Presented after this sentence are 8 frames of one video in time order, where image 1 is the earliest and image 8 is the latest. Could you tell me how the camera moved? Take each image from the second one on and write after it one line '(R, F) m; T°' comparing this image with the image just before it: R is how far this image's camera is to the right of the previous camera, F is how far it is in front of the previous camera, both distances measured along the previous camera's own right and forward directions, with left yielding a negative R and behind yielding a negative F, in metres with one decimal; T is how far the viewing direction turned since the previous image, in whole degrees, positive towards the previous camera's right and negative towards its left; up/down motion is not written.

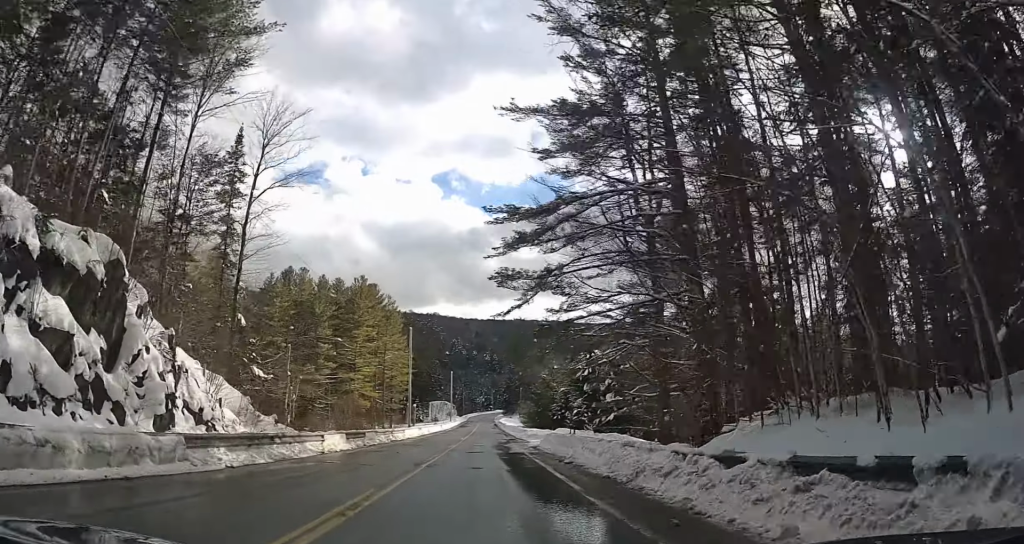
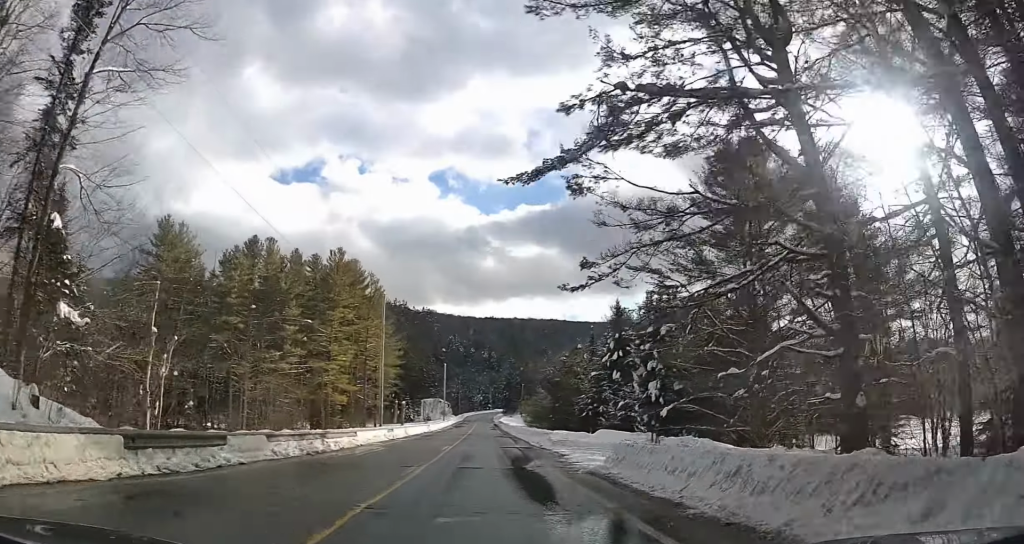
(0.0, +17.0) m; 0°
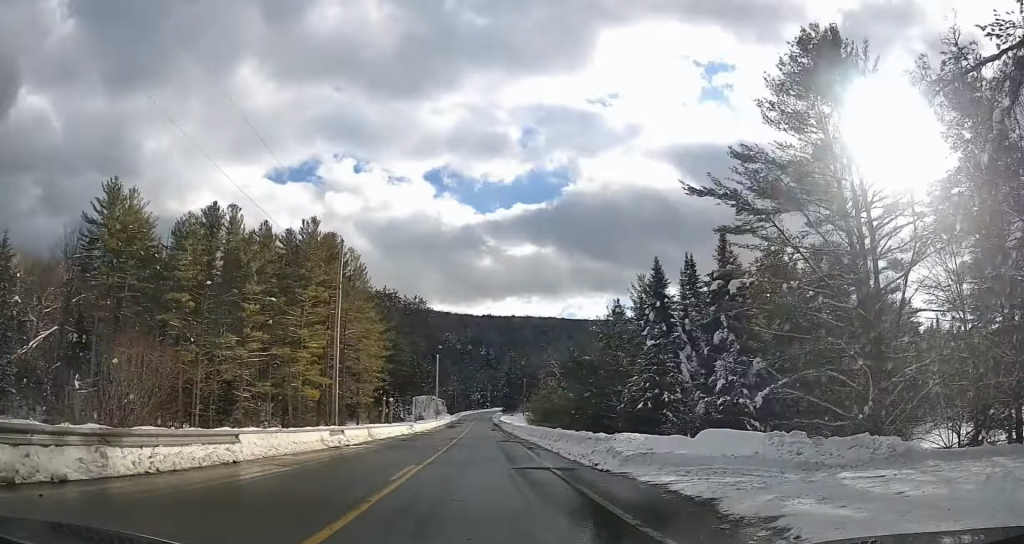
(0.0, +14.4) m; -1°
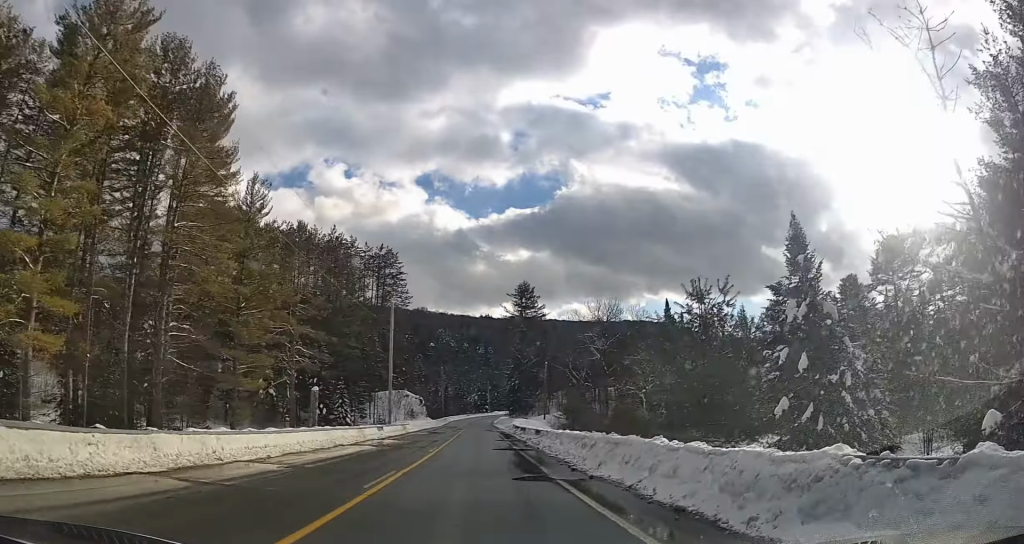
(-0.6, +51.0) m; 0°
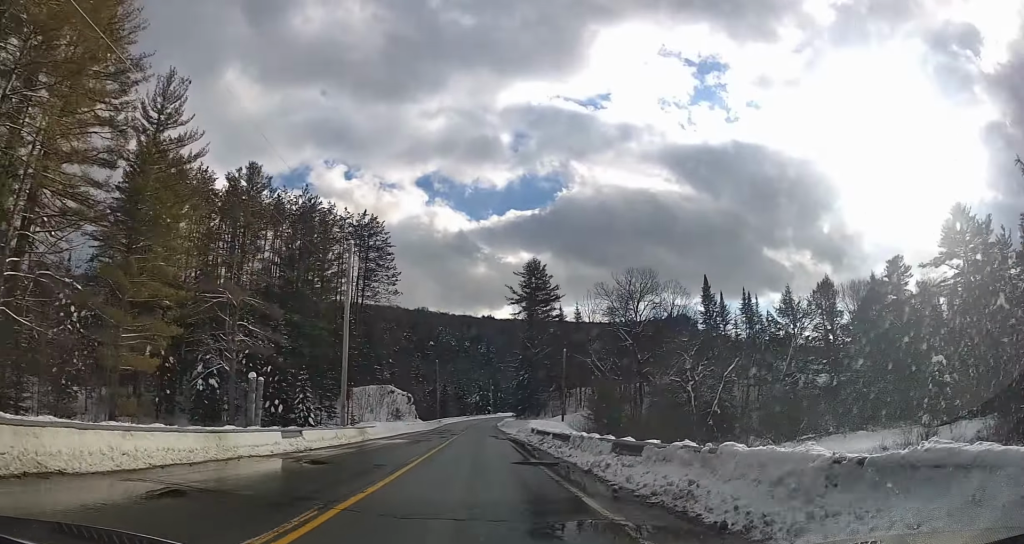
(+0.1, +18.6) m; 0°
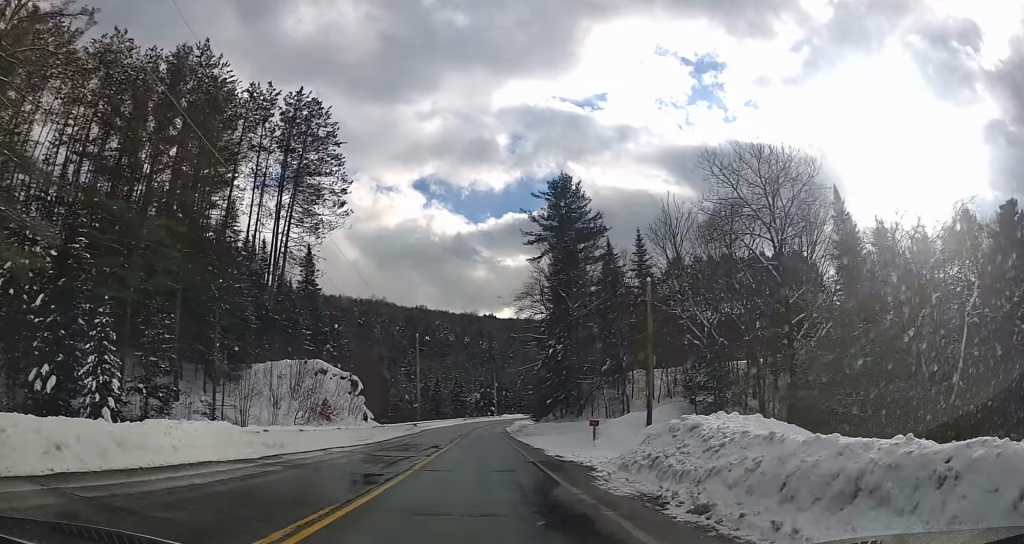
(+0.1, +37.2) m; 0°
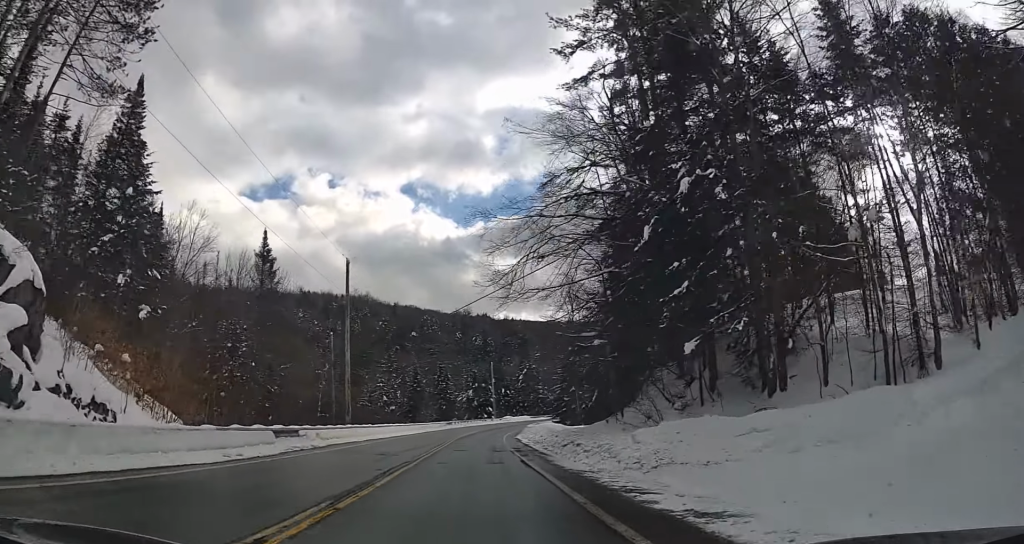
(-0.1, +37.4) m; +1°
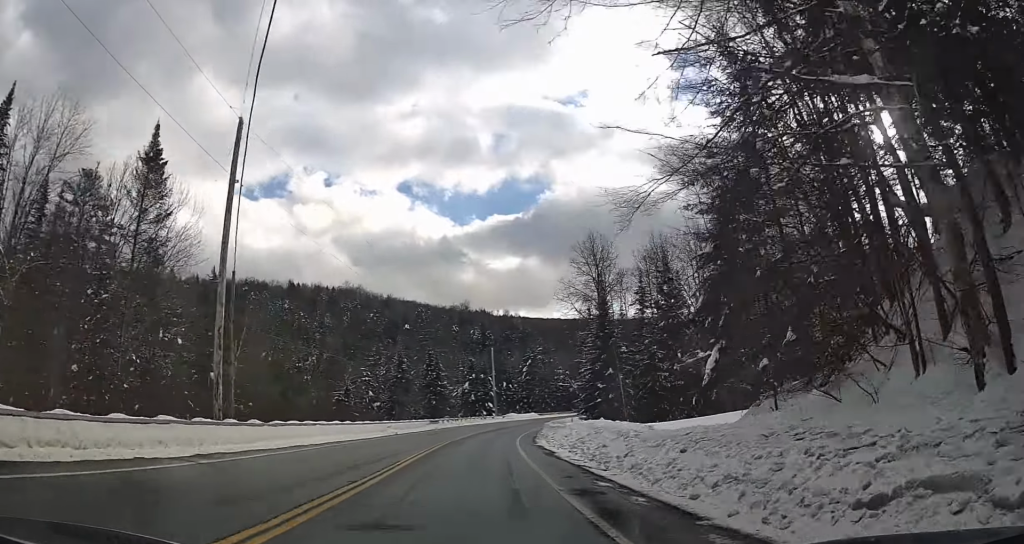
(+0.5, +19.7) m; 0°
